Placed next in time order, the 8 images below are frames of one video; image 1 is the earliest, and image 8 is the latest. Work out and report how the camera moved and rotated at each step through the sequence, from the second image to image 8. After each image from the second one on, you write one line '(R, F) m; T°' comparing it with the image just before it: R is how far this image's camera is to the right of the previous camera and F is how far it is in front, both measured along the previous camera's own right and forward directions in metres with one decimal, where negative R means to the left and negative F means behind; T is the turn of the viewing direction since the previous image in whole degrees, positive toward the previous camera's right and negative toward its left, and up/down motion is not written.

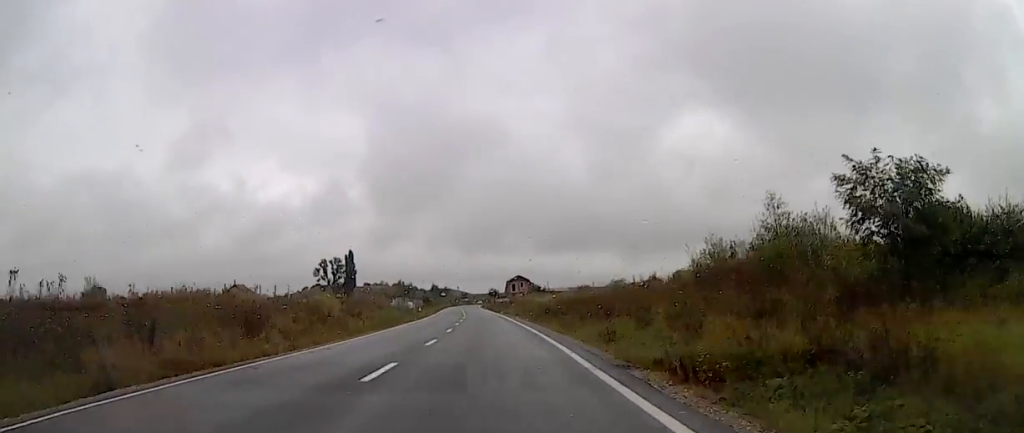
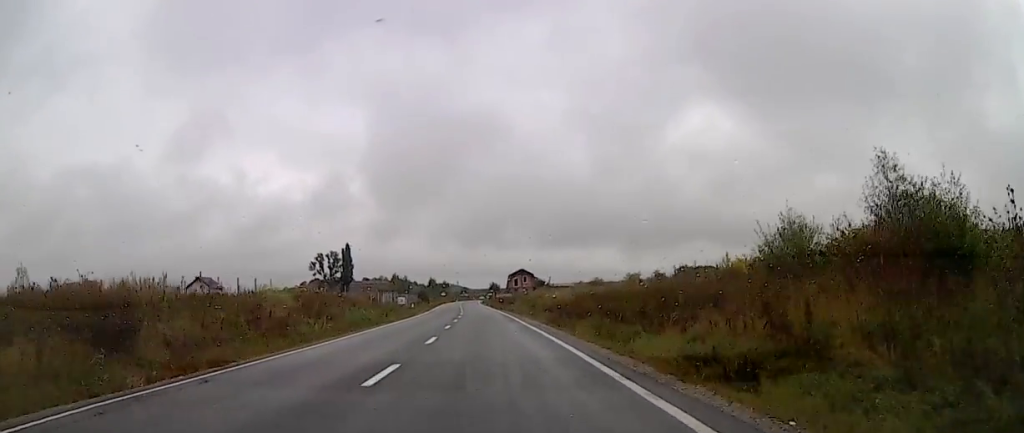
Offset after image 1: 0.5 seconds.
(-0.1, +9.9) m; -1°
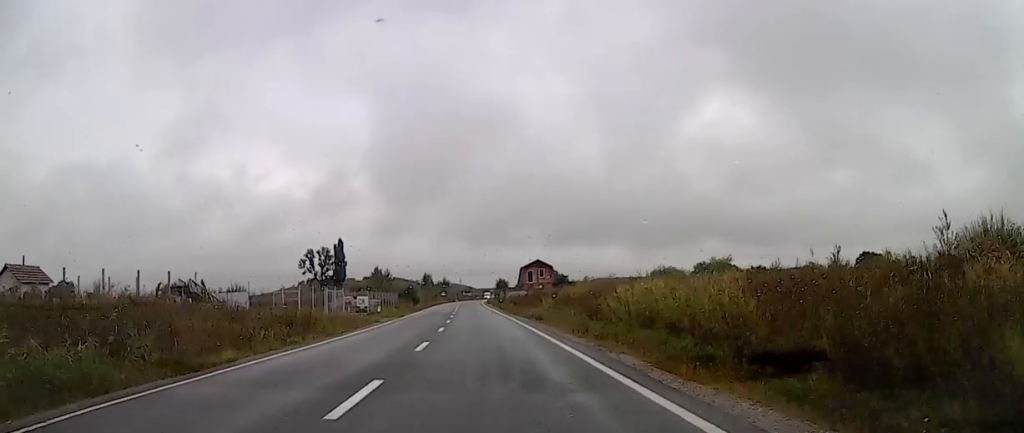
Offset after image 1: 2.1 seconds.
(-0.2, +28.2) m; -1°
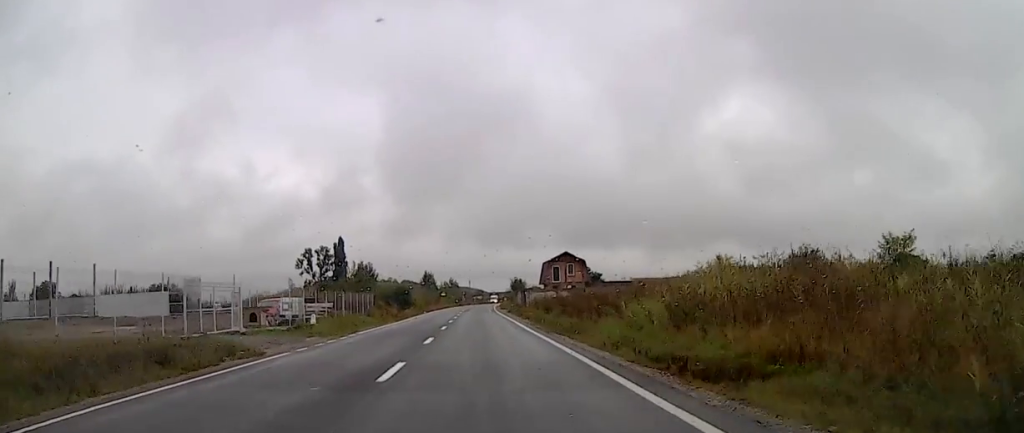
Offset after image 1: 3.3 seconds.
(0.0, +23.2) m; +2°
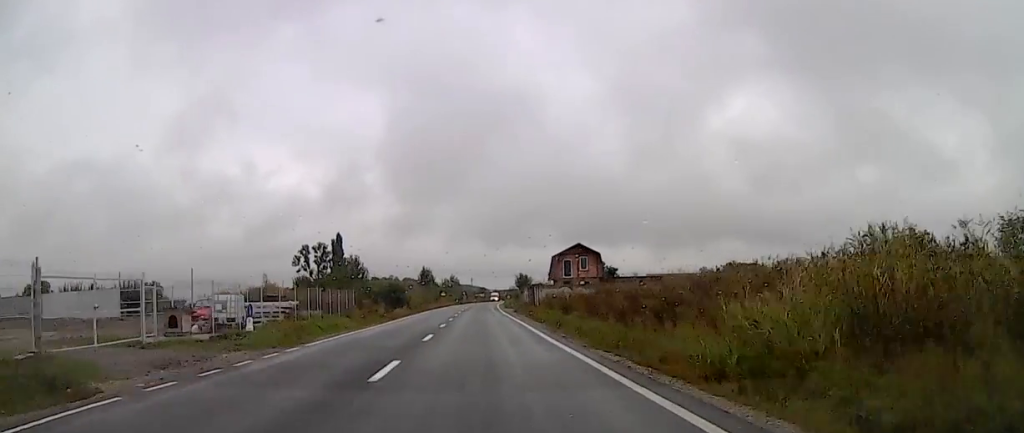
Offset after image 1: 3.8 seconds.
(+0.4, +8.5) m; +1°
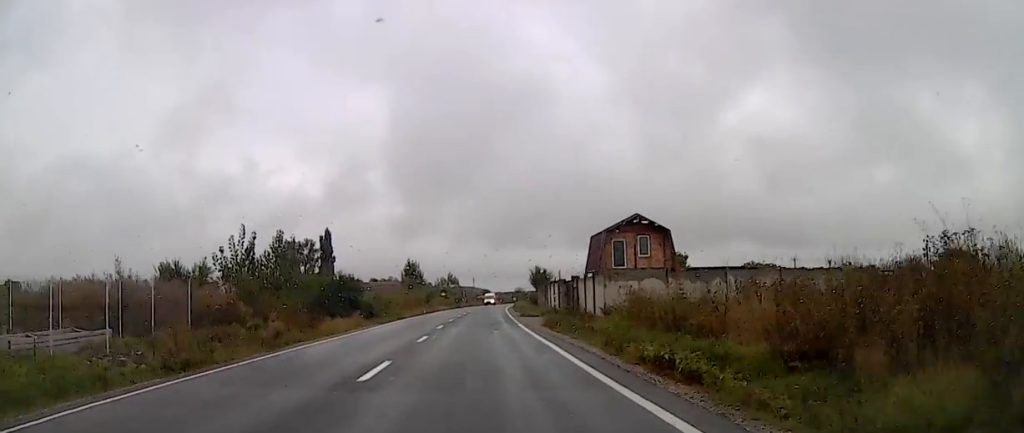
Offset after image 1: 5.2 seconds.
(+0.6, +26.0) m; +1°
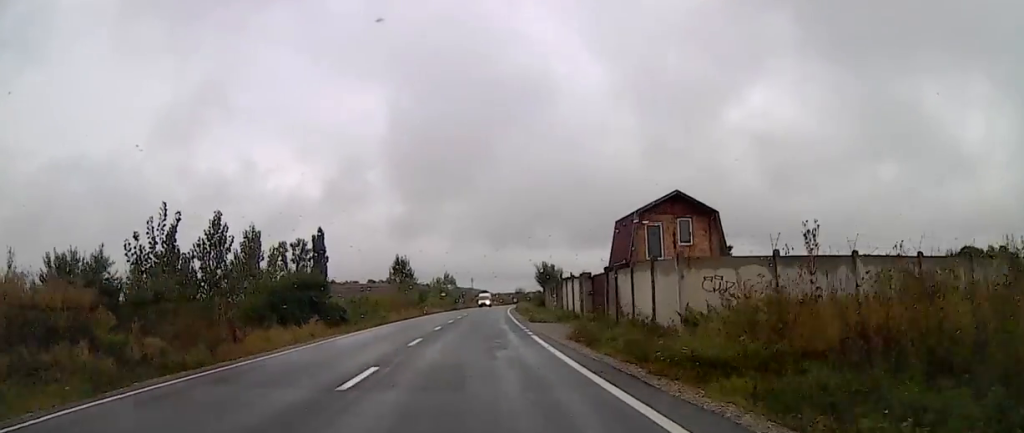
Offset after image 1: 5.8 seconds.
(0.0, +9.6) m; 0°
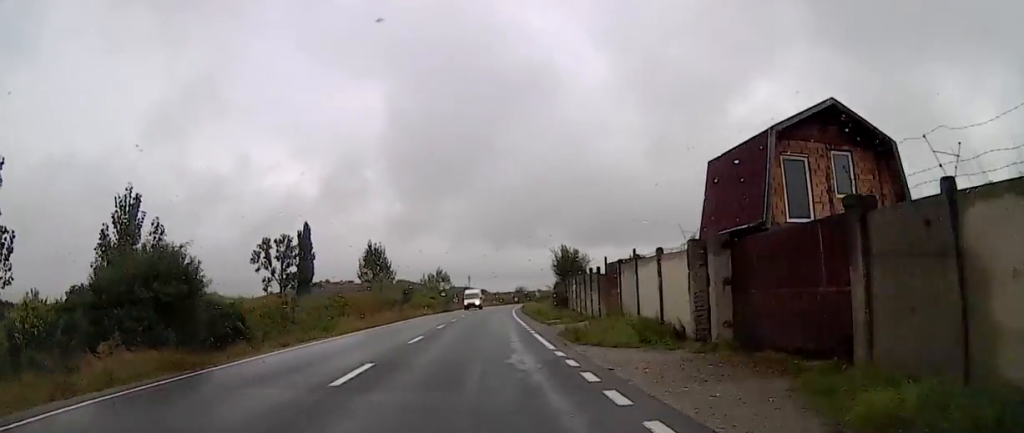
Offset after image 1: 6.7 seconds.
(0.0, +16.9) m; 0°
